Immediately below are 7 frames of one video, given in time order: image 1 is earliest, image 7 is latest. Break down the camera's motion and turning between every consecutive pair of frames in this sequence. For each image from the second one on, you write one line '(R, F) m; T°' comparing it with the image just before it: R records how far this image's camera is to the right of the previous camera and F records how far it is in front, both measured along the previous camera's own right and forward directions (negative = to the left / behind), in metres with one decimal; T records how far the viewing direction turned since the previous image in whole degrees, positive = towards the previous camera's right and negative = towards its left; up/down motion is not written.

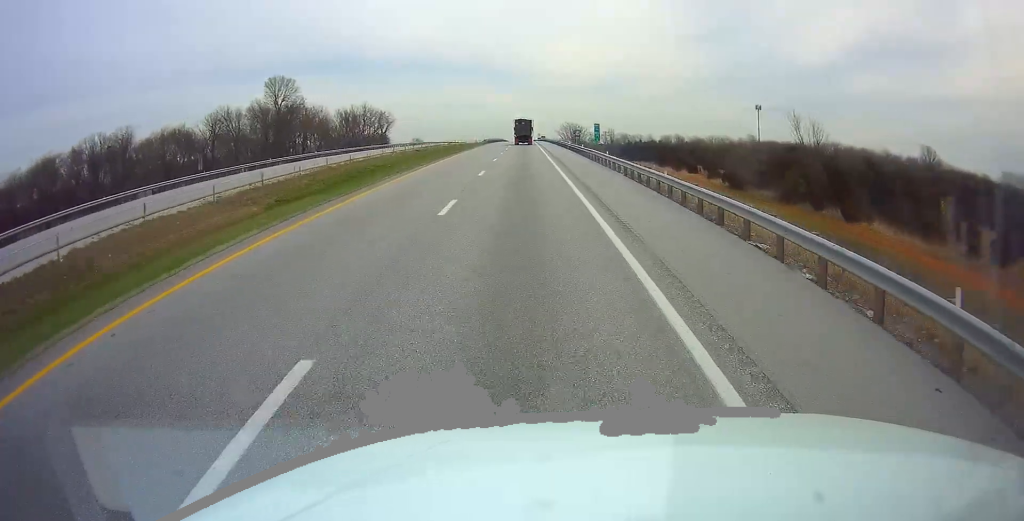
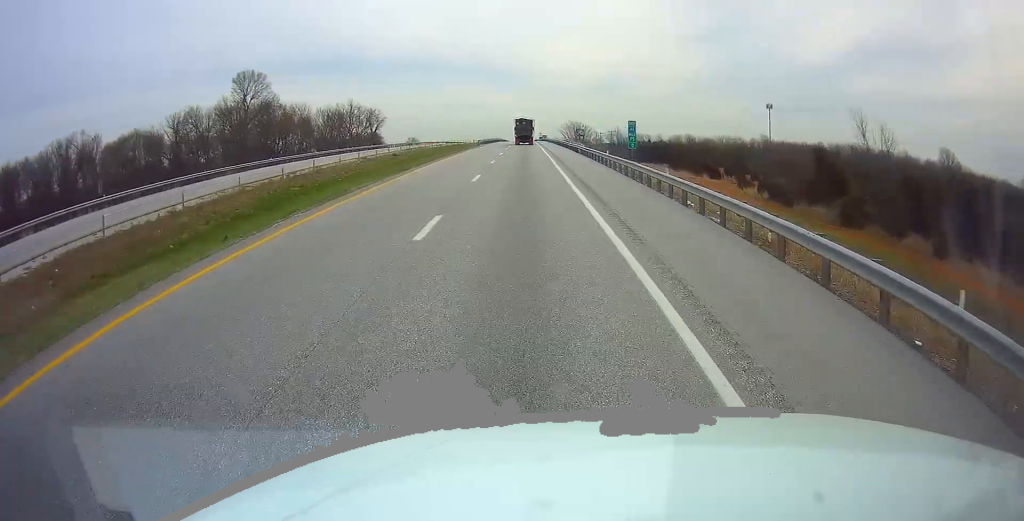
(-0.2, +15.4) m; 0°
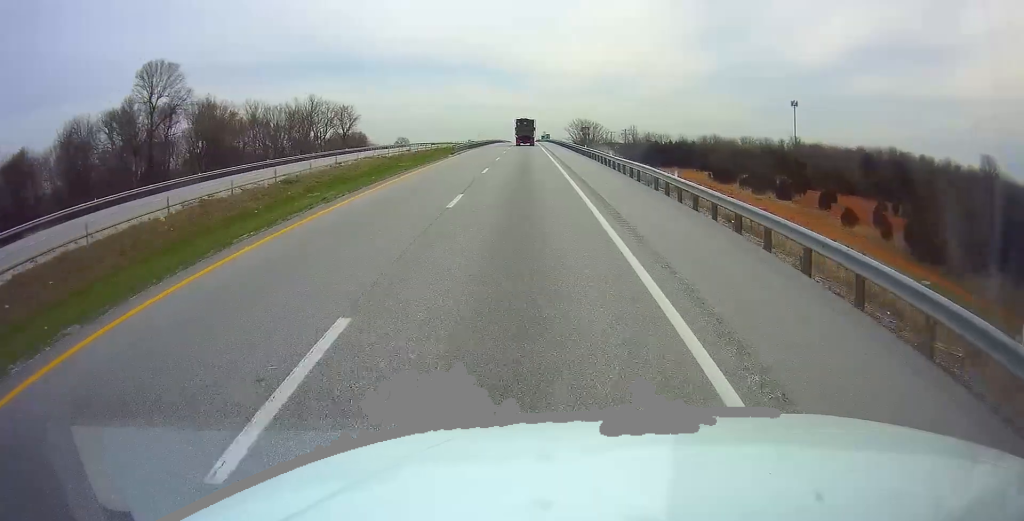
(-0.1, +31.8) m; 0°
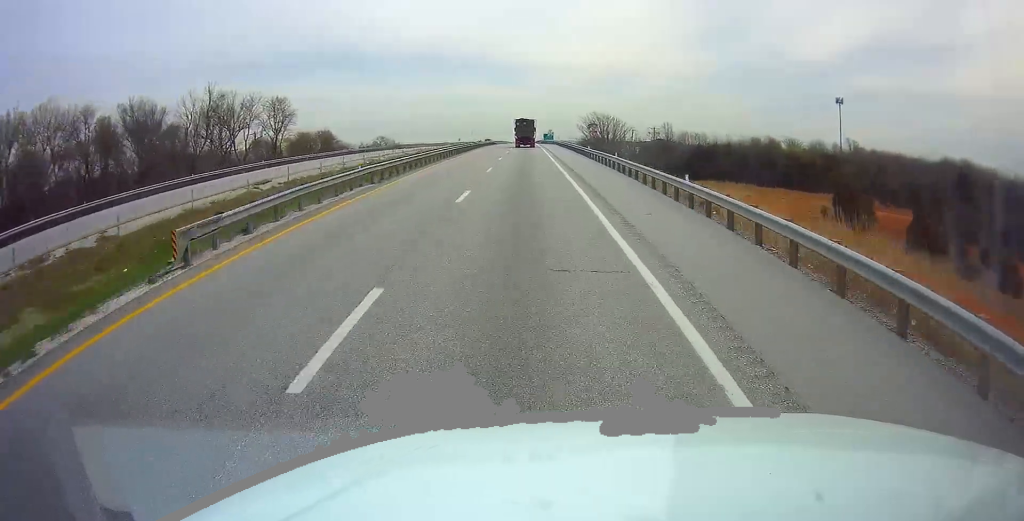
(+0.1, +46.9) m; 0°
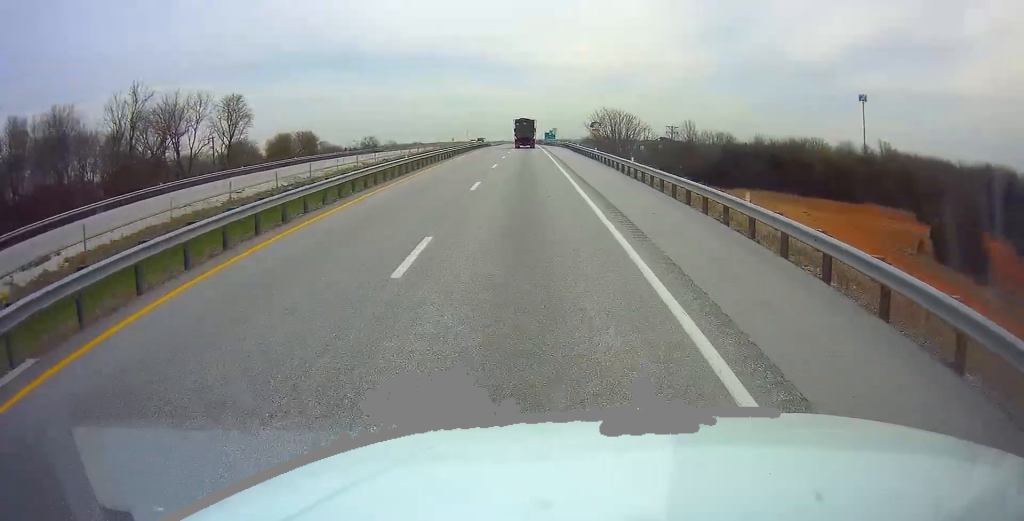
(-0.1, +20.4) m; 0°
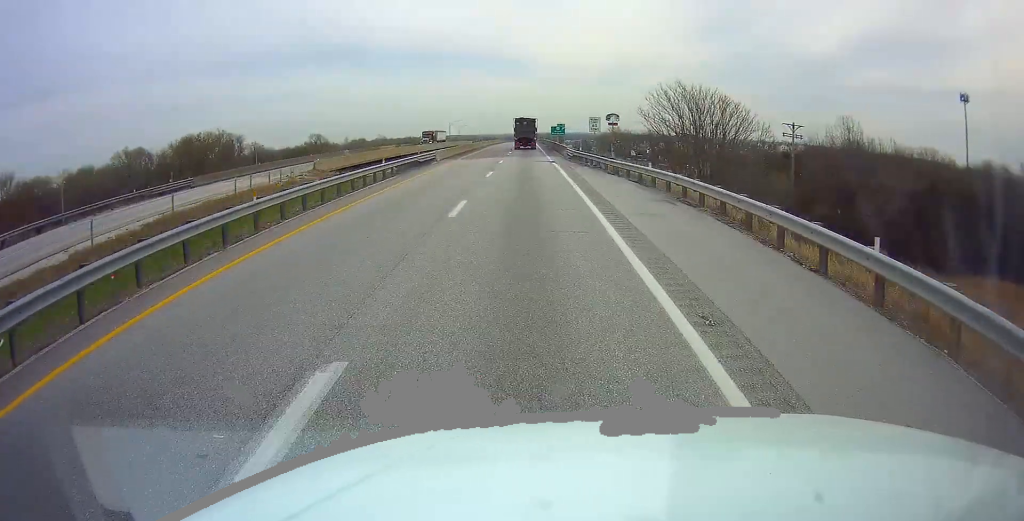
(-0.3, +66.7) m; 0°
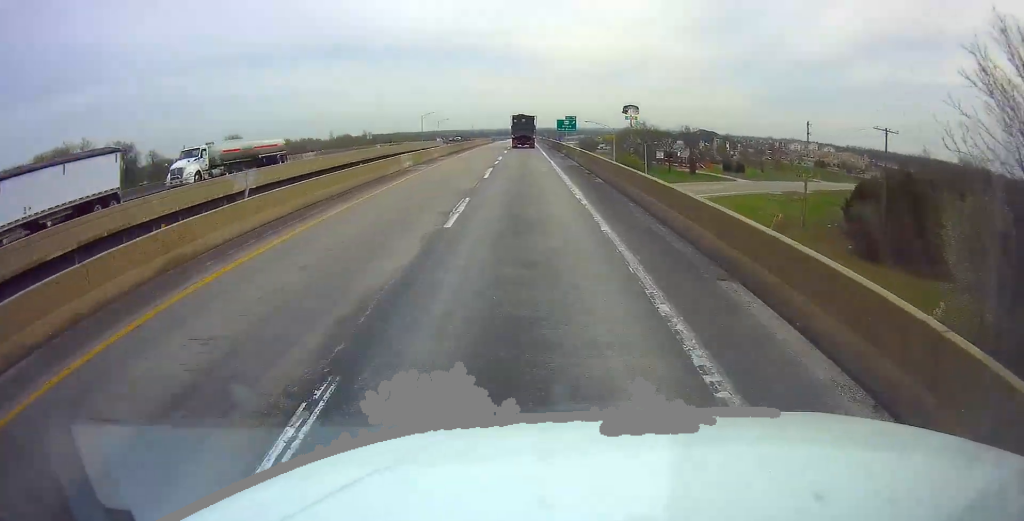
(0.0, +55.6) m; +1°
